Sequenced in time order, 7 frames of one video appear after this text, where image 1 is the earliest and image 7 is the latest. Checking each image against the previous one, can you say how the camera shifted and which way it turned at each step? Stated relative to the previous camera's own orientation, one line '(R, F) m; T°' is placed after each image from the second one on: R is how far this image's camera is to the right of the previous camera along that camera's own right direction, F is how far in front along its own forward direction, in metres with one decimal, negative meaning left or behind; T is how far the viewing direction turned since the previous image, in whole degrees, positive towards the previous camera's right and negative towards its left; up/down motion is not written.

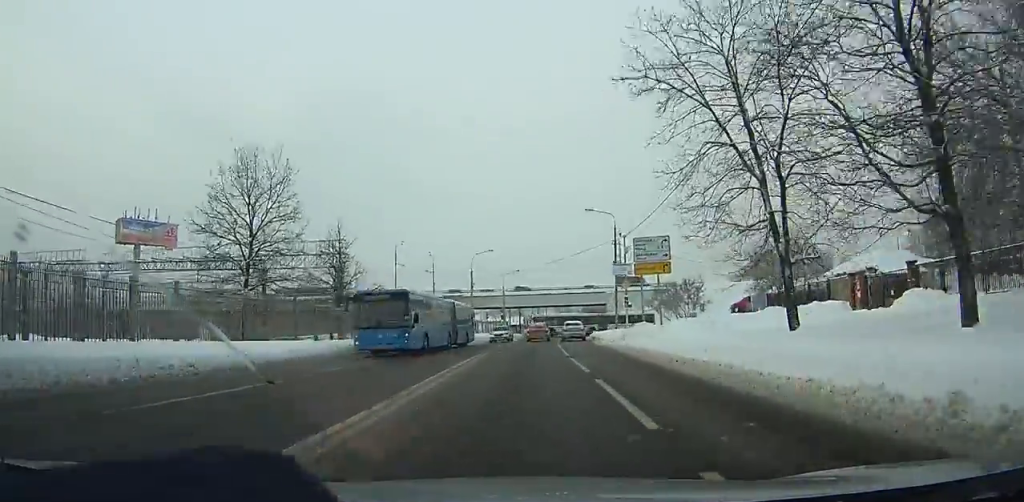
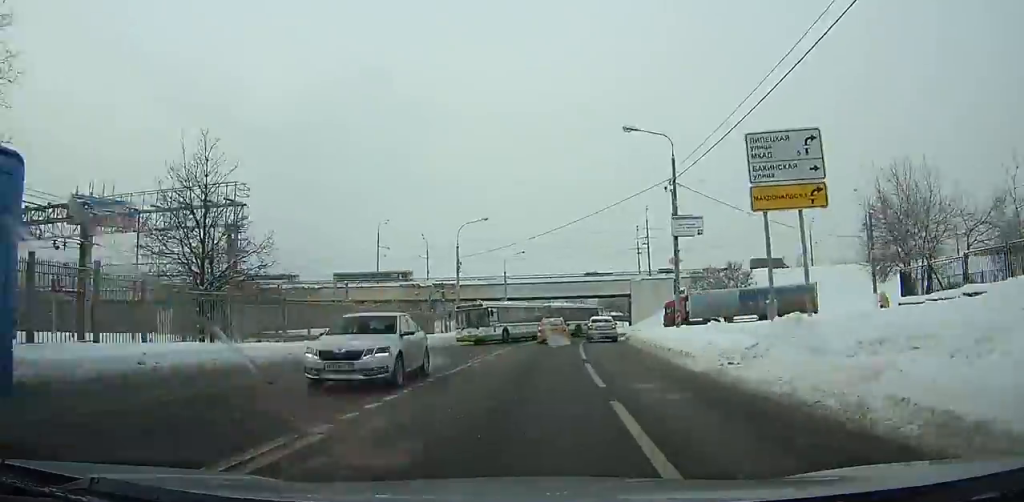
(-0.1, +19.3) m; 0°
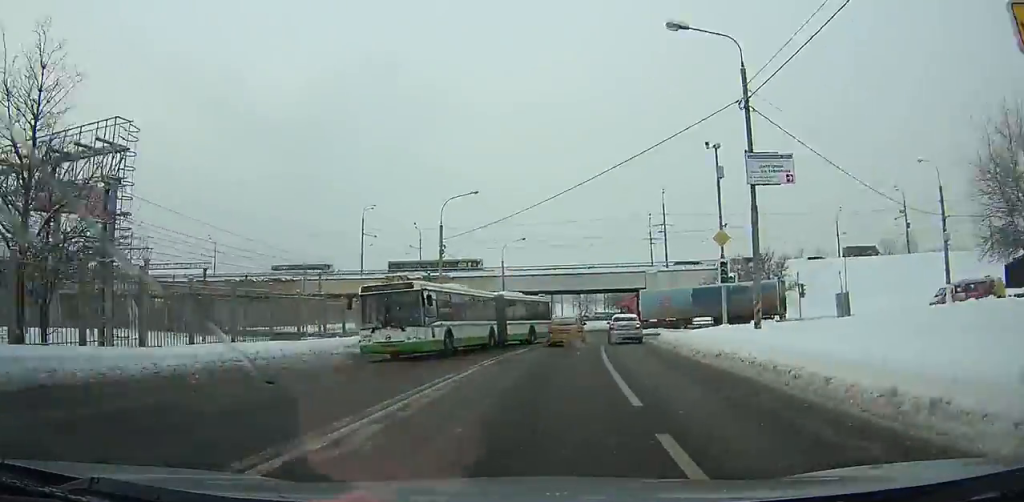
(-0.3, +11.3) m; 0°
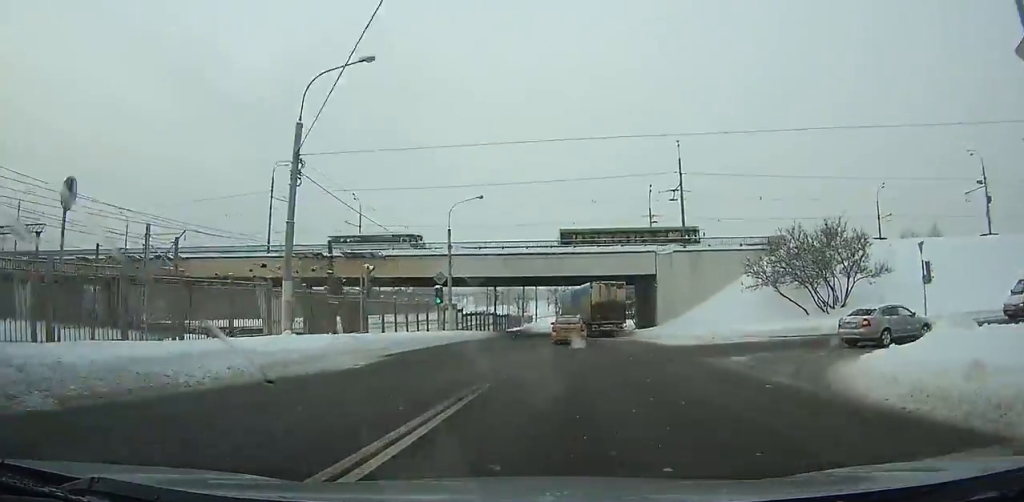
(+1.1, +27.4) m; +4°
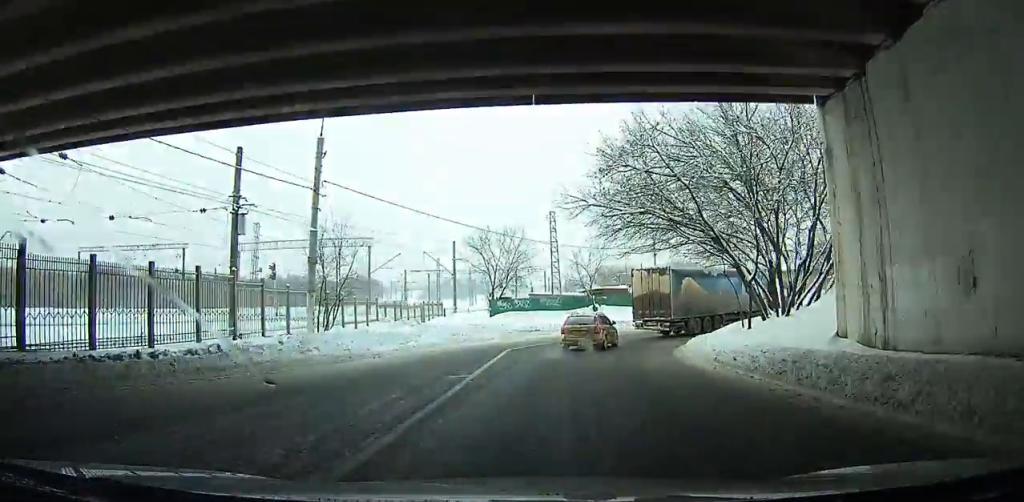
(+0.6, +69.3) m; +7°
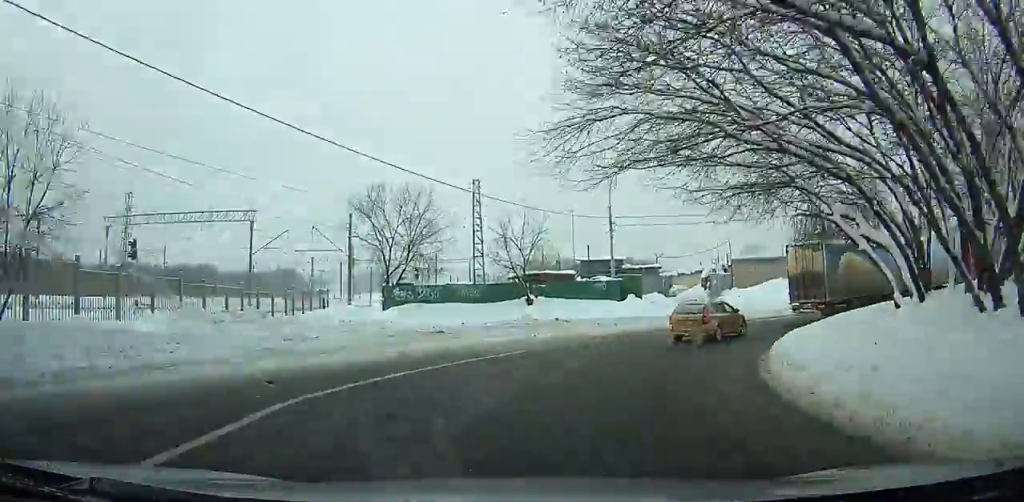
(-0.1, +16.6) m; +13°
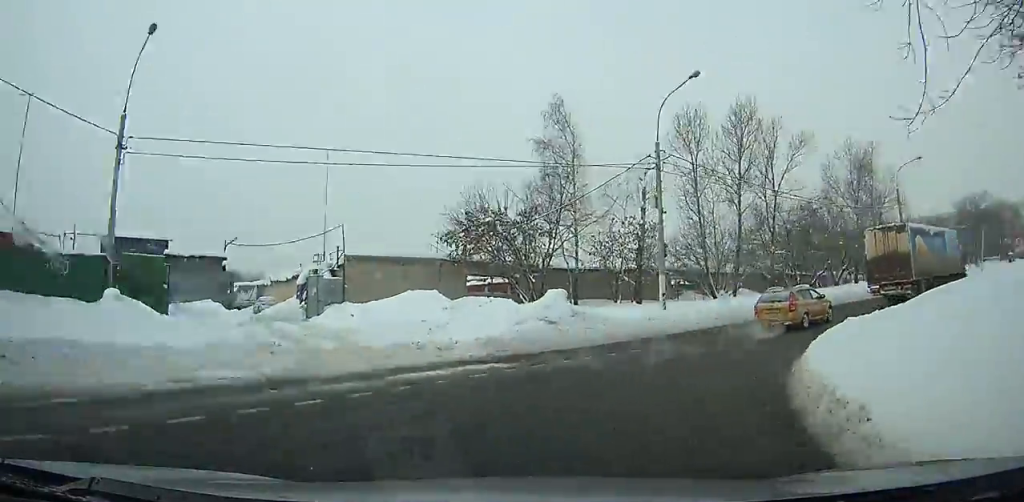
(+6.8, +22.2) m; +36°
